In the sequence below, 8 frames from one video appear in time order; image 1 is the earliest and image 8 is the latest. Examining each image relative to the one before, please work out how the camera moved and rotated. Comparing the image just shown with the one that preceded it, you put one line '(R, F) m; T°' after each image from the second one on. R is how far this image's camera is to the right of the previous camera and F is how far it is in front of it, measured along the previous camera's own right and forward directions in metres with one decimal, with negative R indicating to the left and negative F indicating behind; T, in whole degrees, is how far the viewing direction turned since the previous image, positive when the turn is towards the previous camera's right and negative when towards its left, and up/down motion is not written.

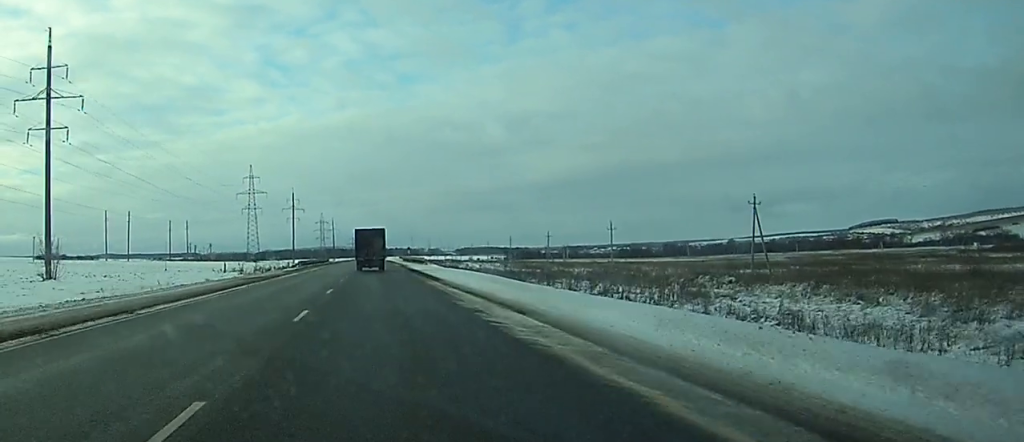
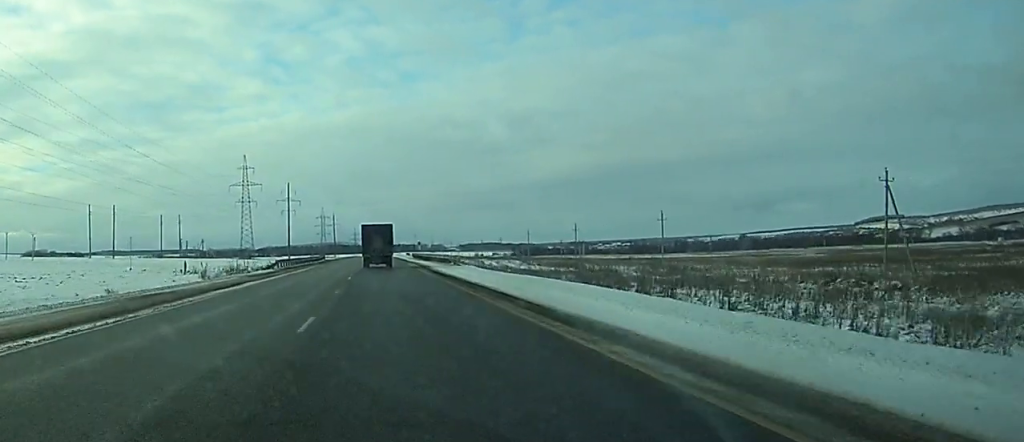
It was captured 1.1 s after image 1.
(-0.6, +26.1) m; -2°
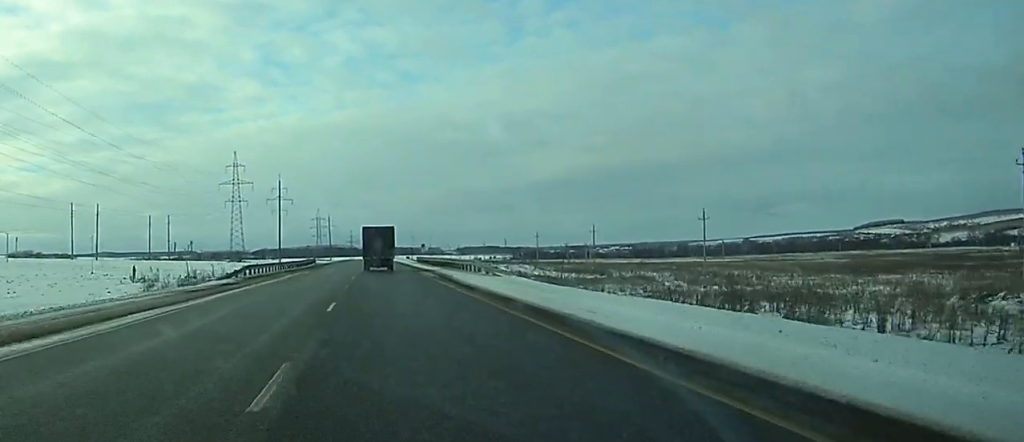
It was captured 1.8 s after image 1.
(-0.1, +17.9) m; 0°
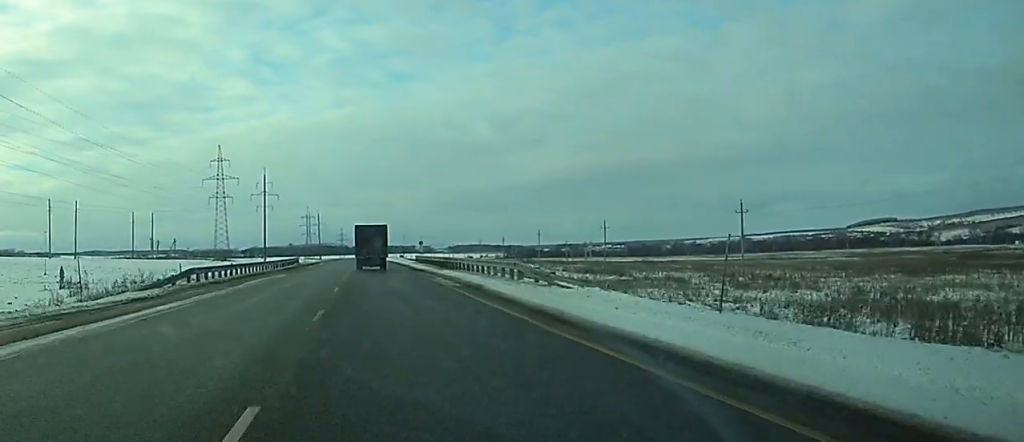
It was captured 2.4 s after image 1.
(-0.1, +14.6) m; 0°
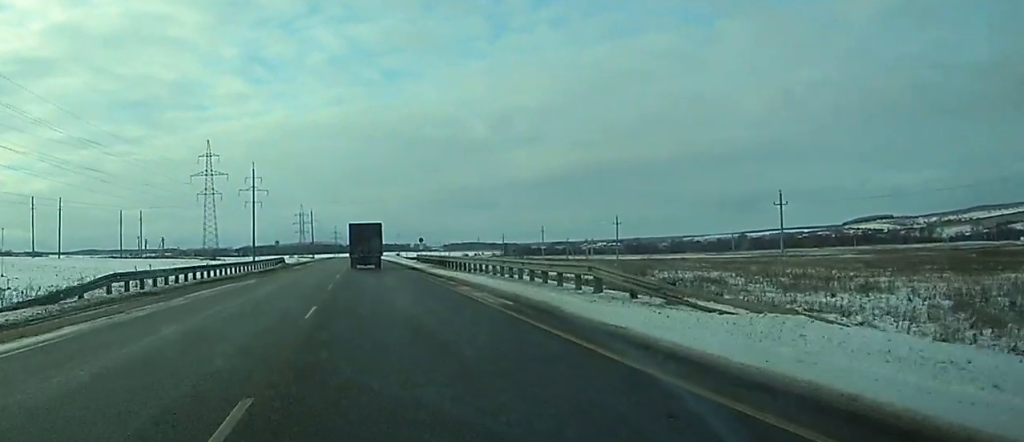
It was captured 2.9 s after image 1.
(+0.2, +11.3) m; 0°
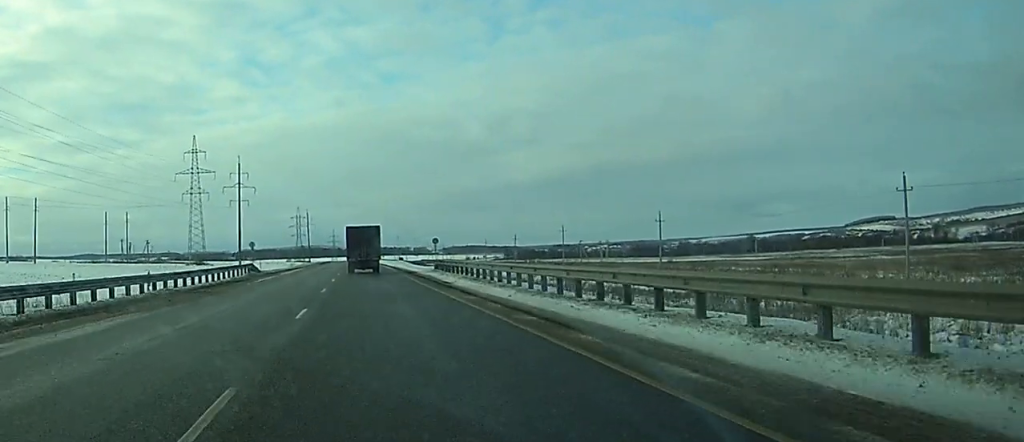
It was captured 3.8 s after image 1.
(+0.1, +22.6) m; -1°
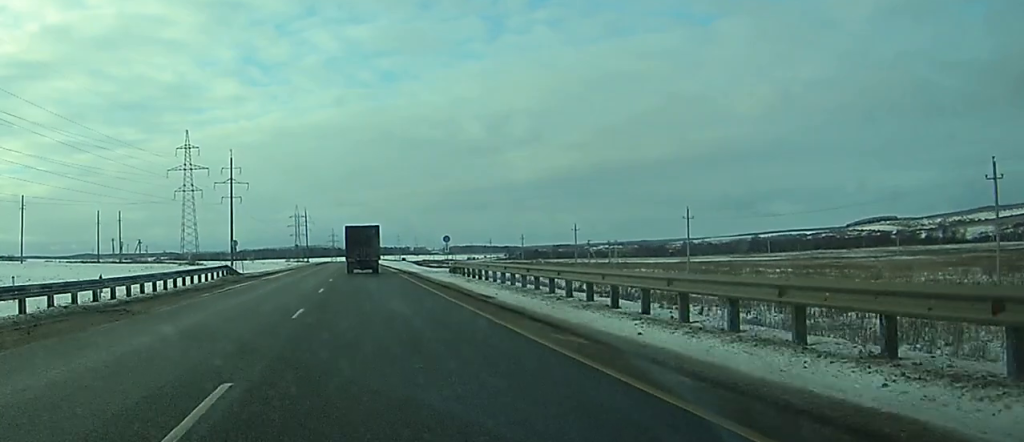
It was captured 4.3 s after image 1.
(0.0, +11.3) m; -1°
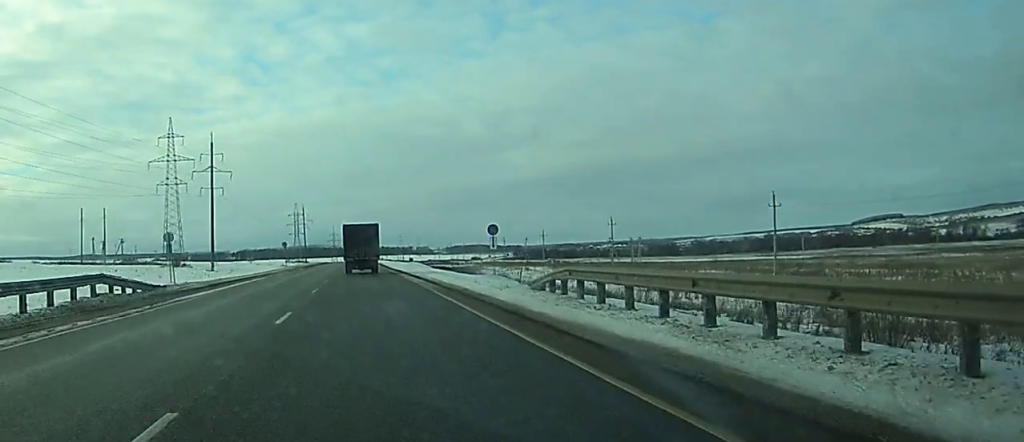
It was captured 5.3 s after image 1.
(-0.5, +25.2) m; -1°
